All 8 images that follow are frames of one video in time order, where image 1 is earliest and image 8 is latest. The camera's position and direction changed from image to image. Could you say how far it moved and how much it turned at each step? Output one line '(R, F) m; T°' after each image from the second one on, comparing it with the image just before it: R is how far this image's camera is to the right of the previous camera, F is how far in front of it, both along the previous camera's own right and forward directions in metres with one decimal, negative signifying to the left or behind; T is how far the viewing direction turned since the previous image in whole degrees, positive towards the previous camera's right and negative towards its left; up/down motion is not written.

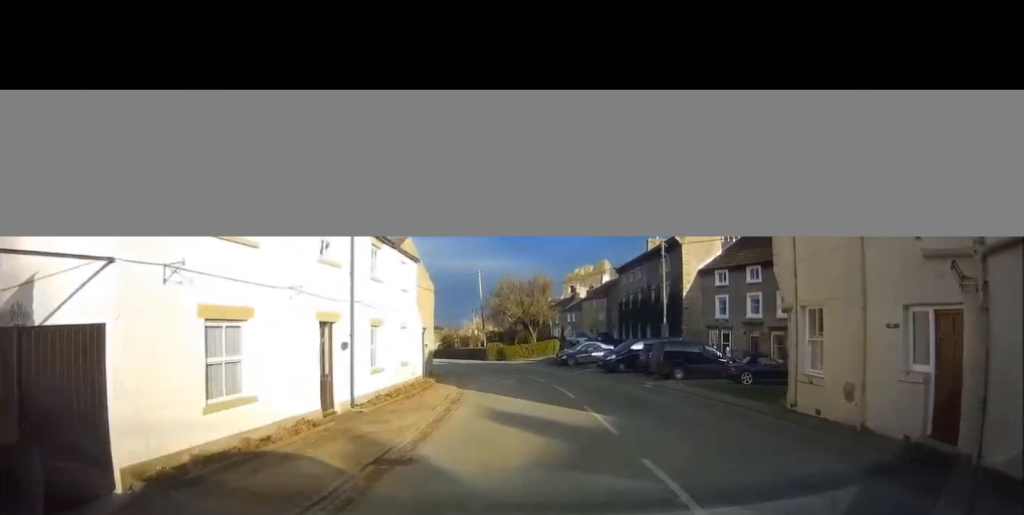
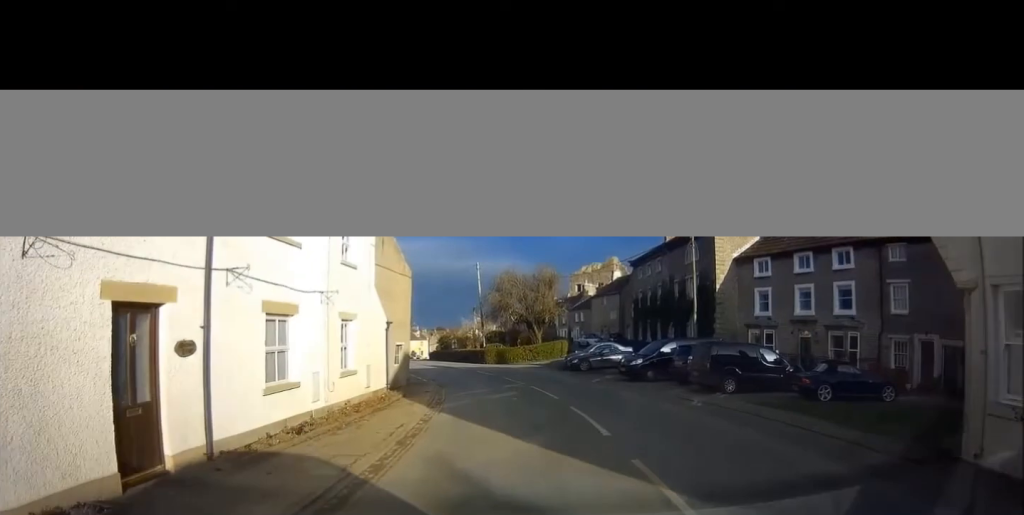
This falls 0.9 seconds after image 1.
(+0.1, +6.0) m; -1°
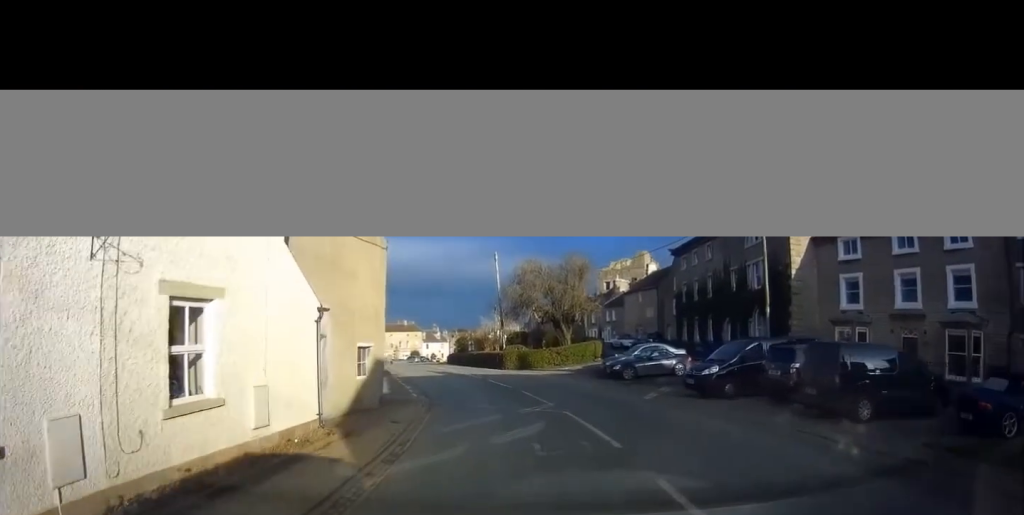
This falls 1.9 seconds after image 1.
(-0.2, +7.1) m; -3°
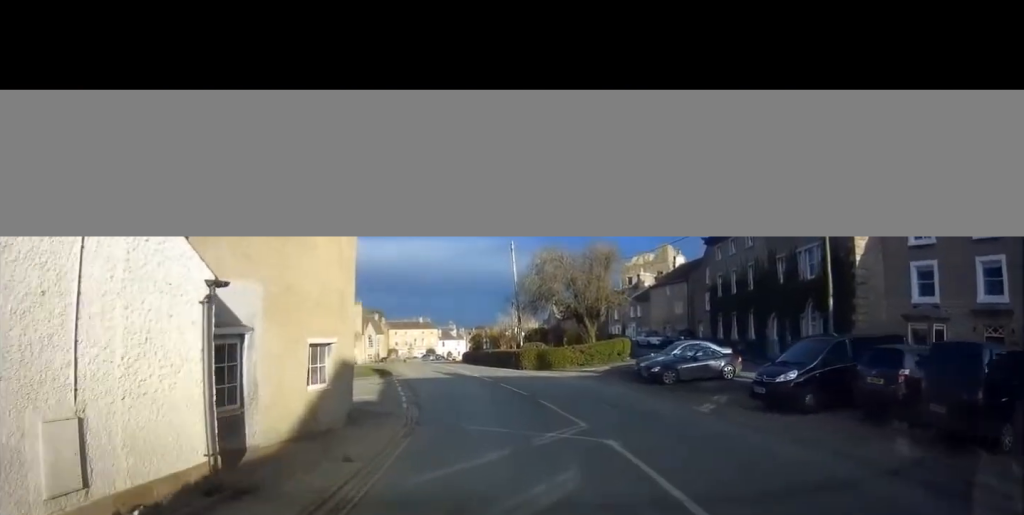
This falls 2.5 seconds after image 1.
(-0.1, +4.0) m; -2°
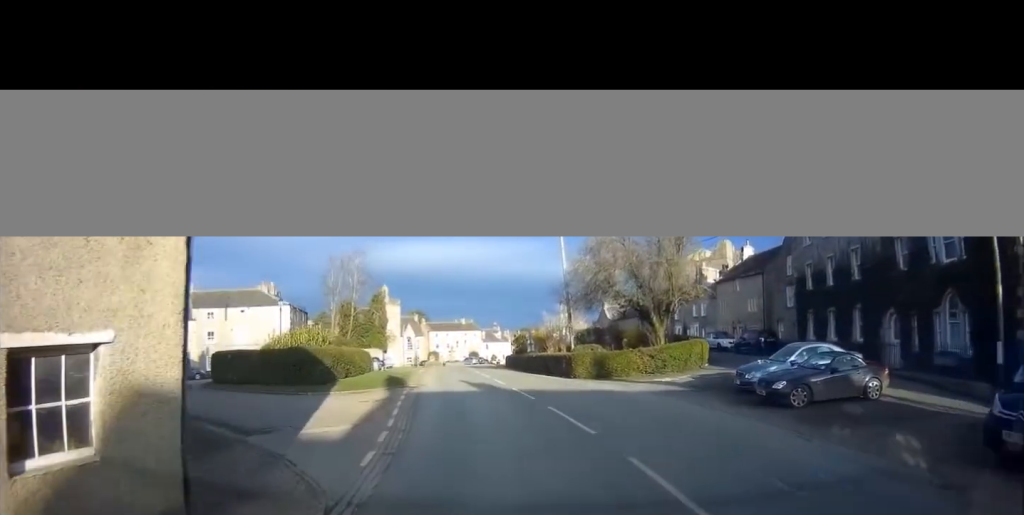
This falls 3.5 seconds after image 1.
(-0.1, +6.7) m; -3°
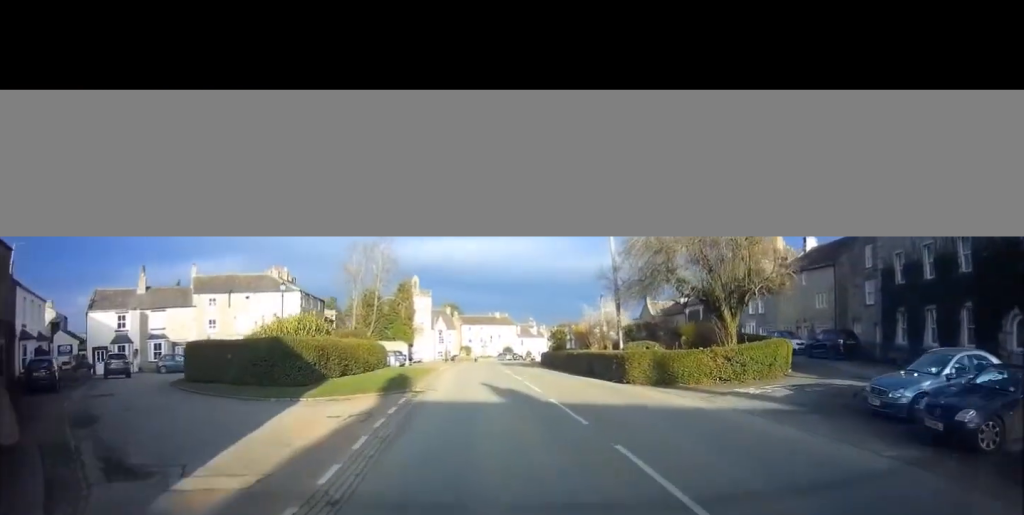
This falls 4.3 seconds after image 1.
(0.0, +5.4) m; -4°
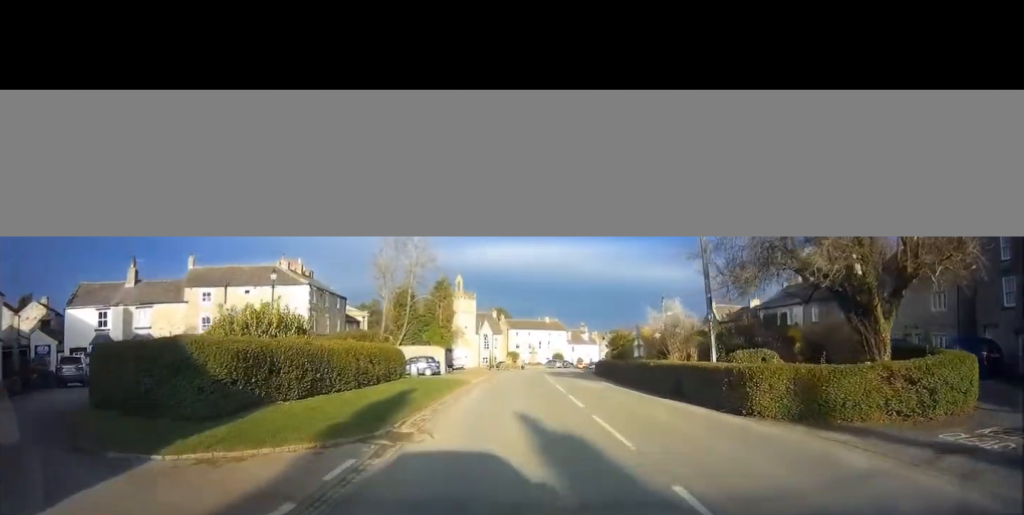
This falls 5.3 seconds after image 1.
(-0.6, +7.9) m; -6°
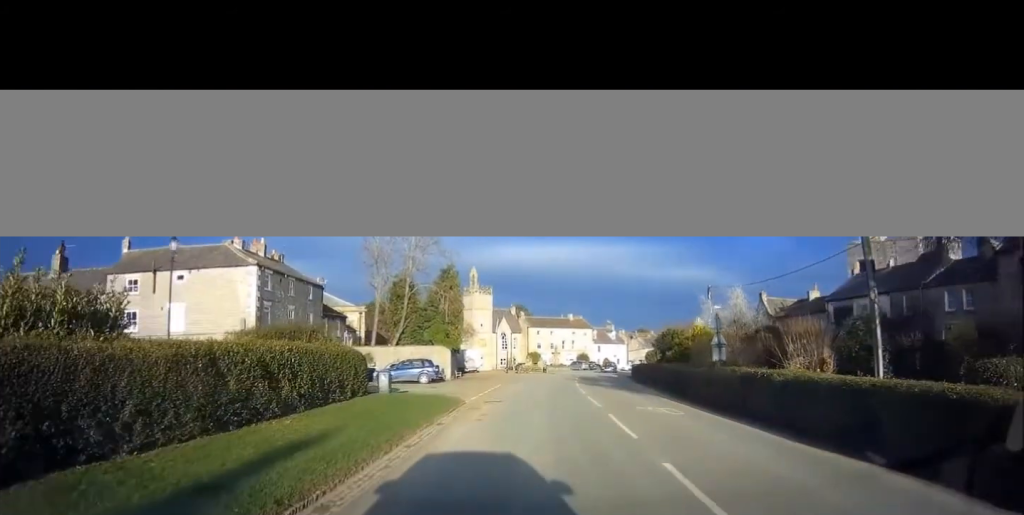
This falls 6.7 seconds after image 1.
(-0.2, +10.2) m; -1°
